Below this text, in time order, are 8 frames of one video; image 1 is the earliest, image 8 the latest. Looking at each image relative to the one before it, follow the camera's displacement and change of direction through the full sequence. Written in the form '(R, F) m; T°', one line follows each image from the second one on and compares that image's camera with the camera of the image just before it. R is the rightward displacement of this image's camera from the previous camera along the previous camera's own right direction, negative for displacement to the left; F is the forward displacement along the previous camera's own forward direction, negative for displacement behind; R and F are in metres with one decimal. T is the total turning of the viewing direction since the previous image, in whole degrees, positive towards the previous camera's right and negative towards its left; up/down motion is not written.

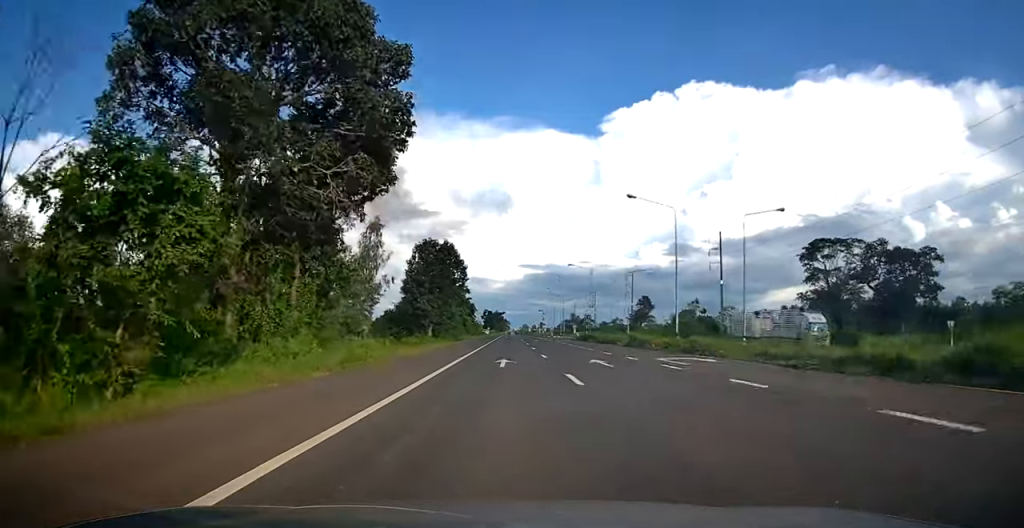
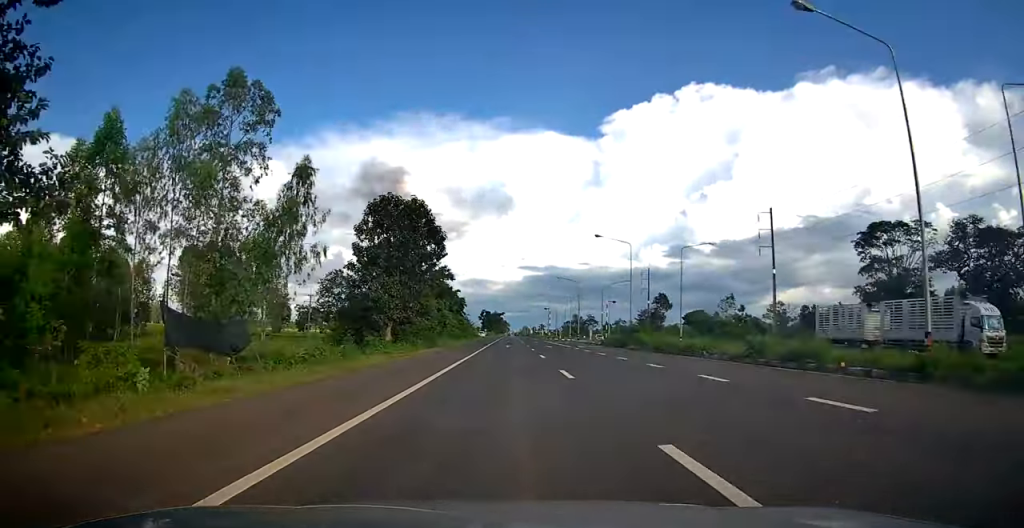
(0.0, +21.6) m; 0°
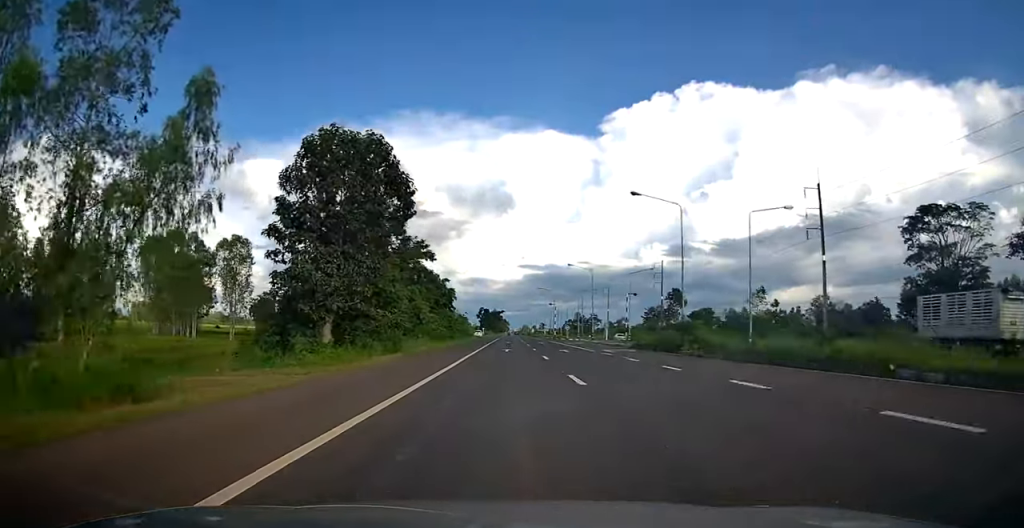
(0.0, +14.3) m; 0°
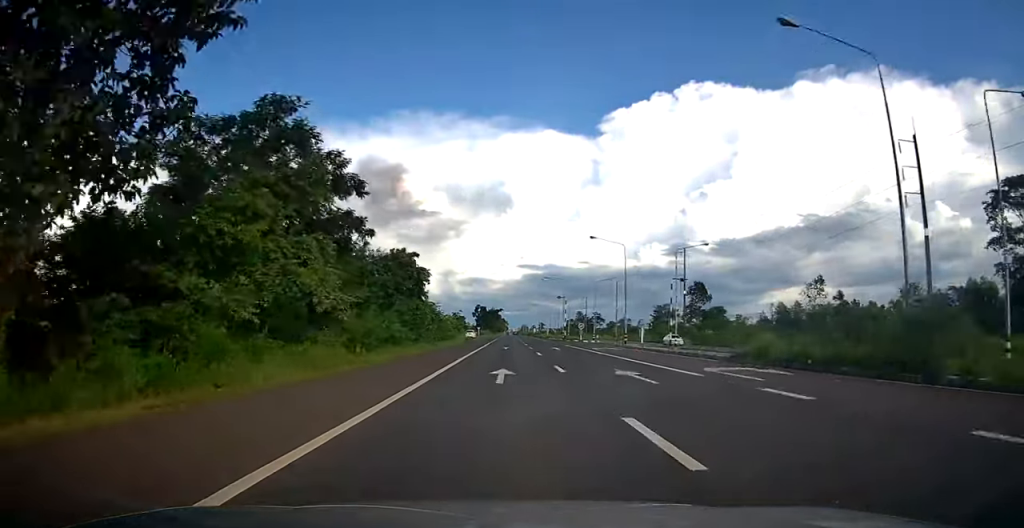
(+0.1, +19.9) m; 0°
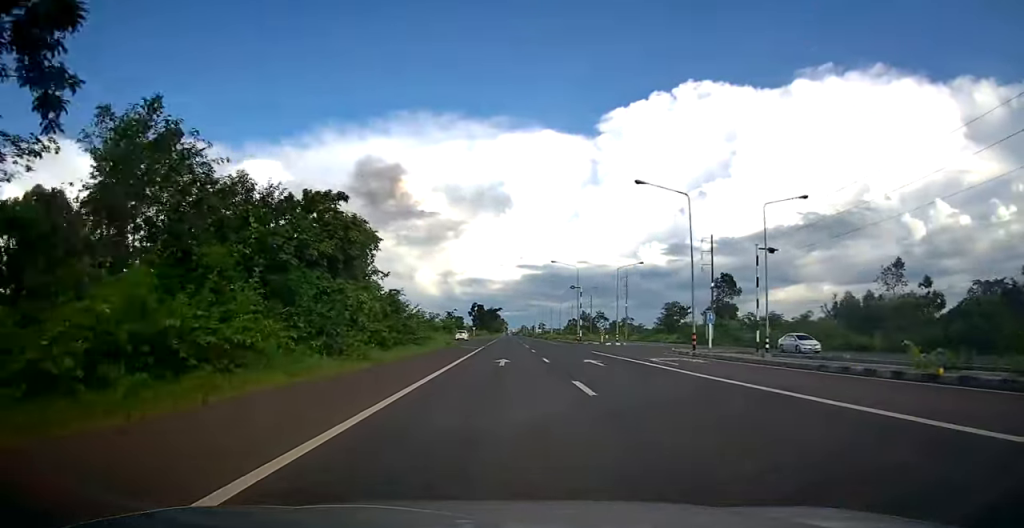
(-0.1, +18.1) m; 0°
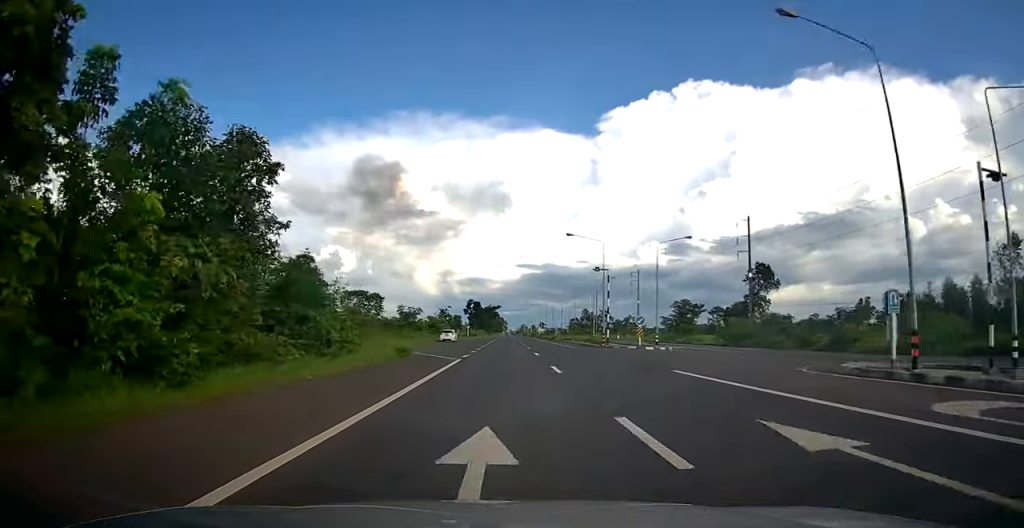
(-0.1, +17.6) m; 0°
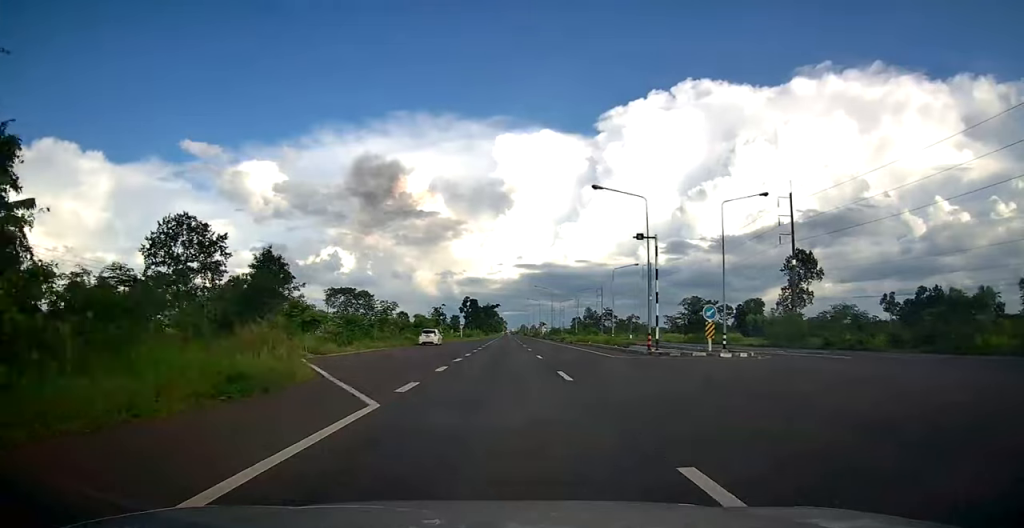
(0.0, +14.9) m; 0°
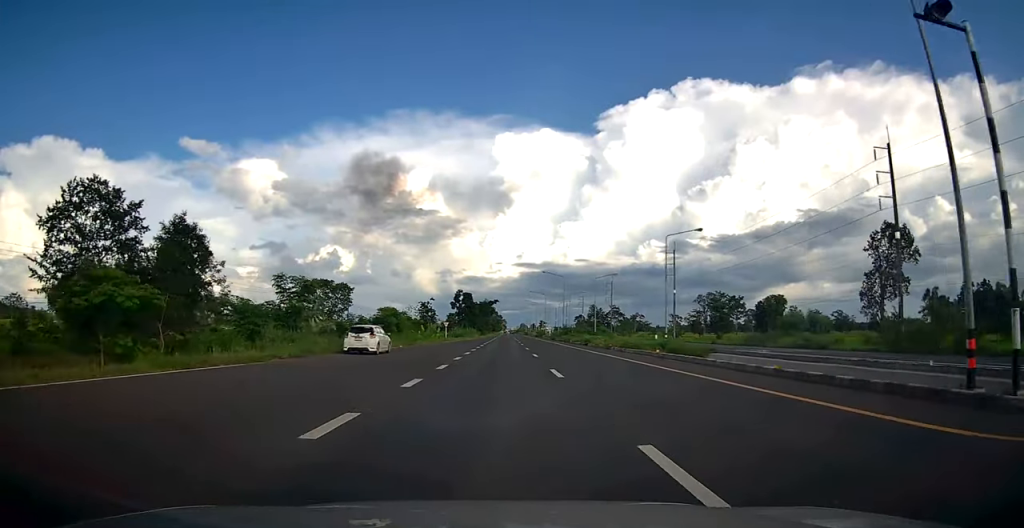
(+0.1, +22.8) m; 0°
